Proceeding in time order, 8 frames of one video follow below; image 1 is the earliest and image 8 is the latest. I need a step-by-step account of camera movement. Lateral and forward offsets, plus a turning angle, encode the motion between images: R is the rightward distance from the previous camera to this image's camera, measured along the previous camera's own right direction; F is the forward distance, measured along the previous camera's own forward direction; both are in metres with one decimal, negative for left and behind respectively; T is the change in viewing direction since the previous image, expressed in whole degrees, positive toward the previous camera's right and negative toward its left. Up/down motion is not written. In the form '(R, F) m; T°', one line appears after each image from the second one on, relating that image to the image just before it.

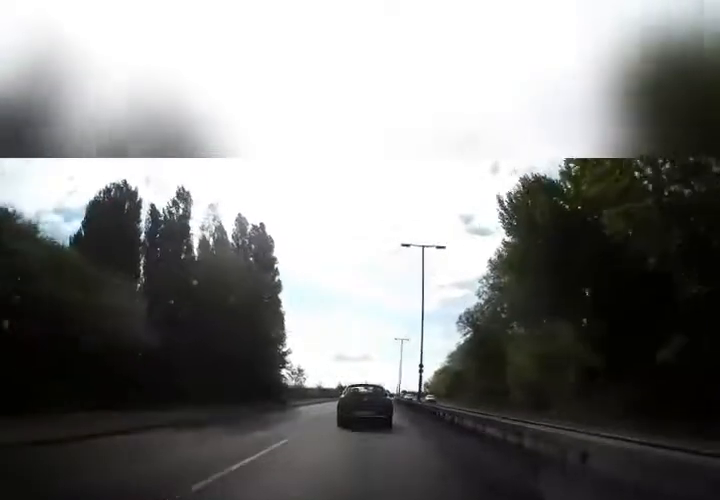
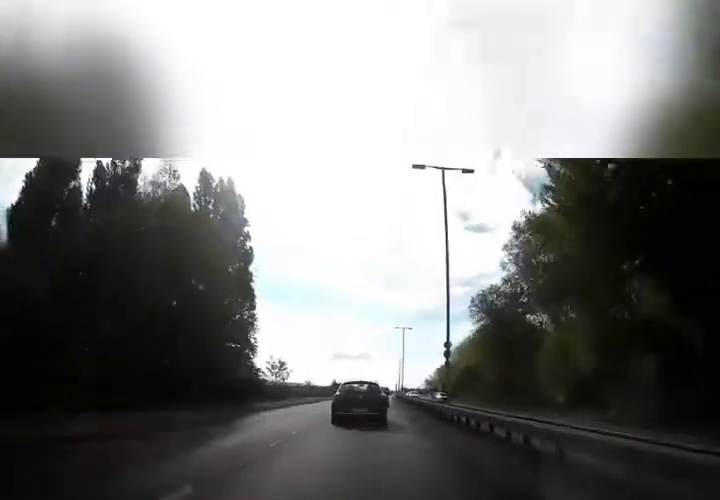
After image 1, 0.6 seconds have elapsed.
(0.0, +9.5) m; -1°
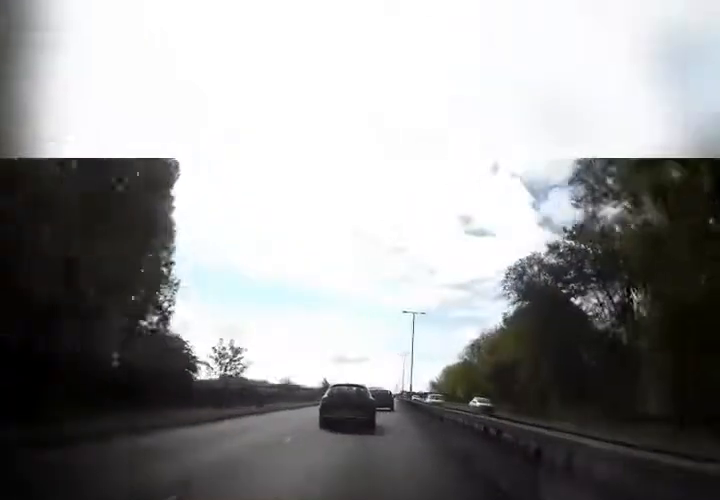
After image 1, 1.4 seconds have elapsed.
(-0.1, +14.6) m; 0°
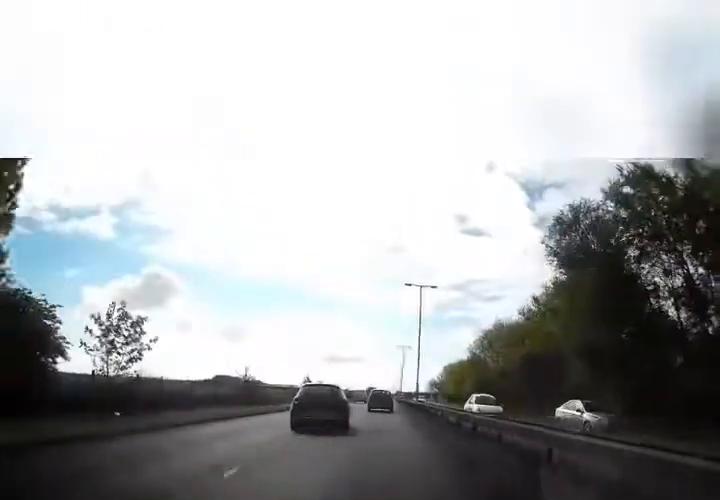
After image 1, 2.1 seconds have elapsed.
(-0.1, +12.4) m; +1°
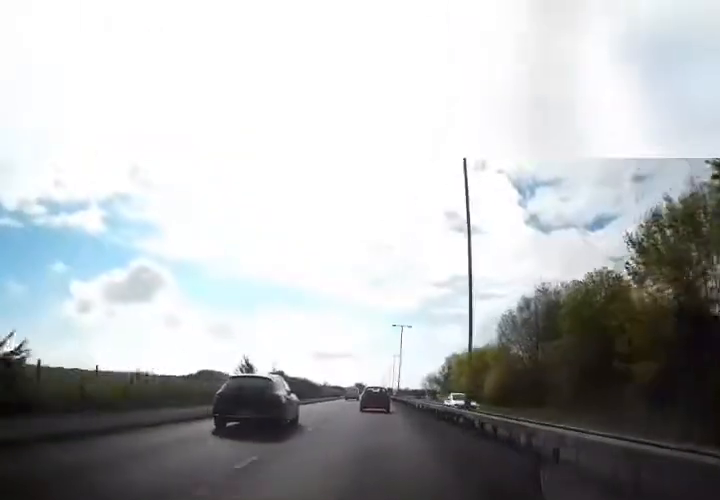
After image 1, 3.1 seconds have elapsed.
(+0.4, +21.3) m; +1°
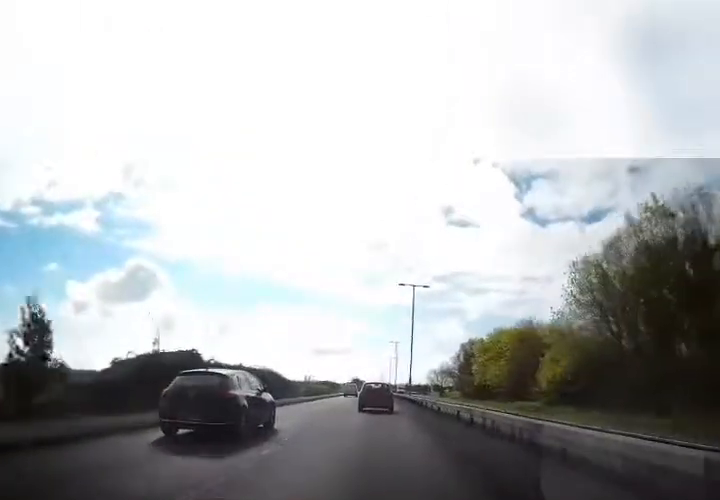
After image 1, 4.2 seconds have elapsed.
(0.0, +21.4) m; +1°
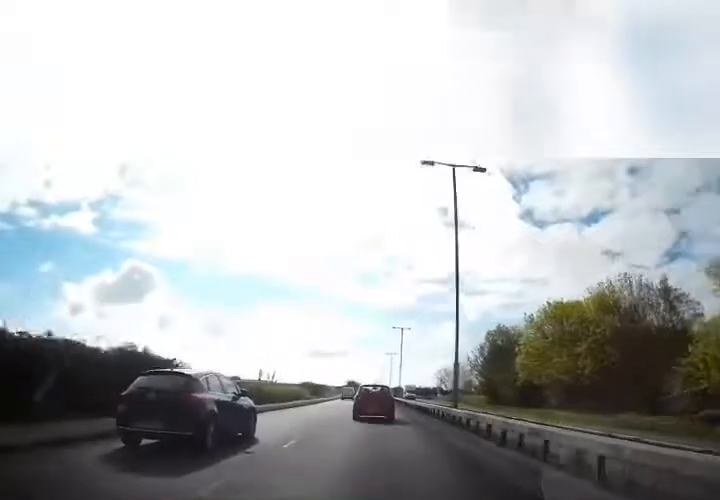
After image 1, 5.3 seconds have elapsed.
(+0.2, +22.4) m; 0°
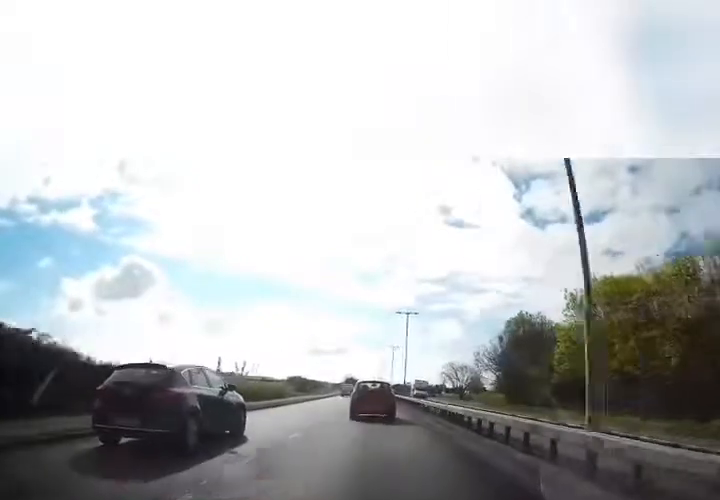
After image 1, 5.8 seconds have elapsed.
(-0.1, +10.0) m; 0°
